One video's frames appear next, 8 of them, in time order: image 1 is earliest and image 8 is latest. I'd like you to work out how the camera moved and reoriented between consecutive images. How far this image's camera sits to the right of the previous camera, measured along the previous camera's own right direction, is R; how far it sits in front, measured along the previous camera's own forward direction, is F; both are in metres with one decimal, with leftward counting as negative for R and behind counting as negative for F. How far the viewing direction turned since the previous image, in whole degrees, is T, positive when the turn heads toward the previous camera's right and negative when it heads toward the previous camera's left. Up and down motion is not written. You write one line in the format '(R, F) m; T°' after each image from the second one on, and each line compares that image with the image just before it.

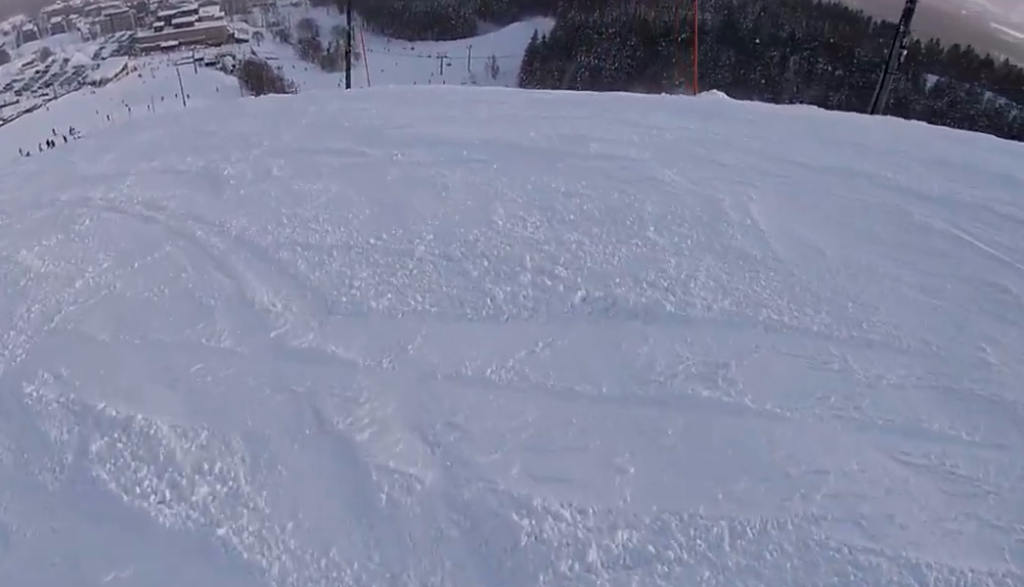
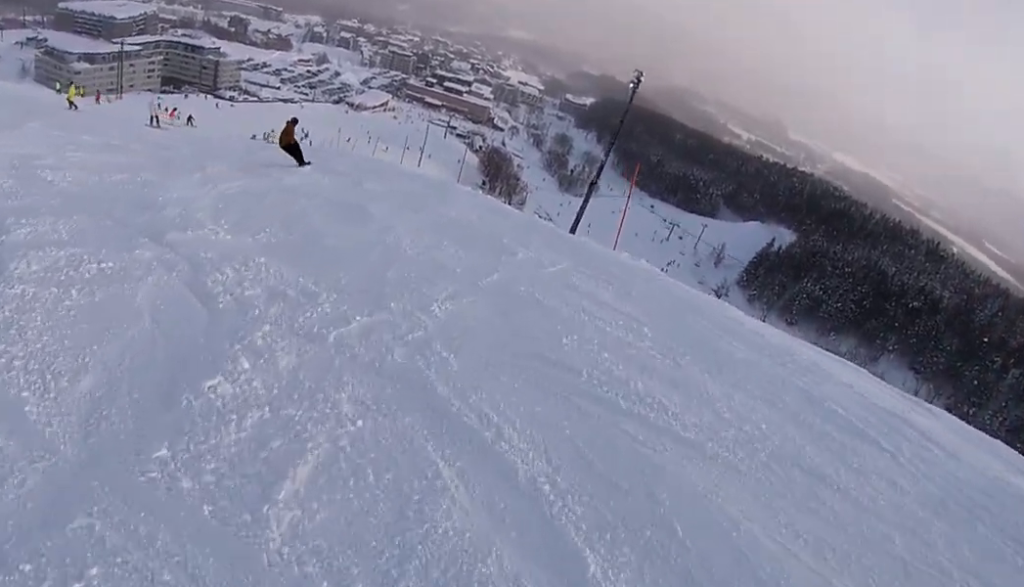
(+0.4, +5.9) m; -10°
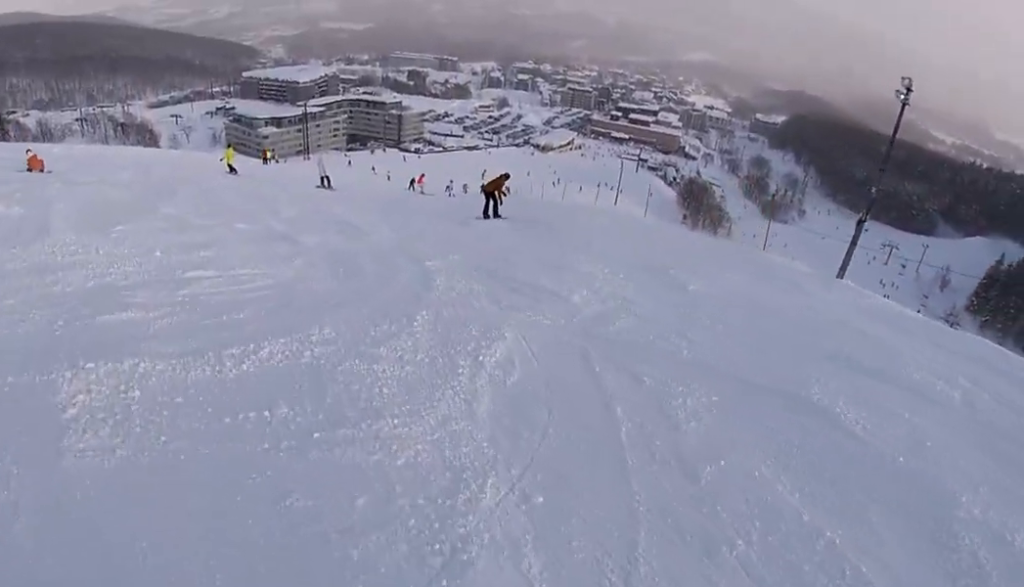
(-1.8, +6.6) m; -17°
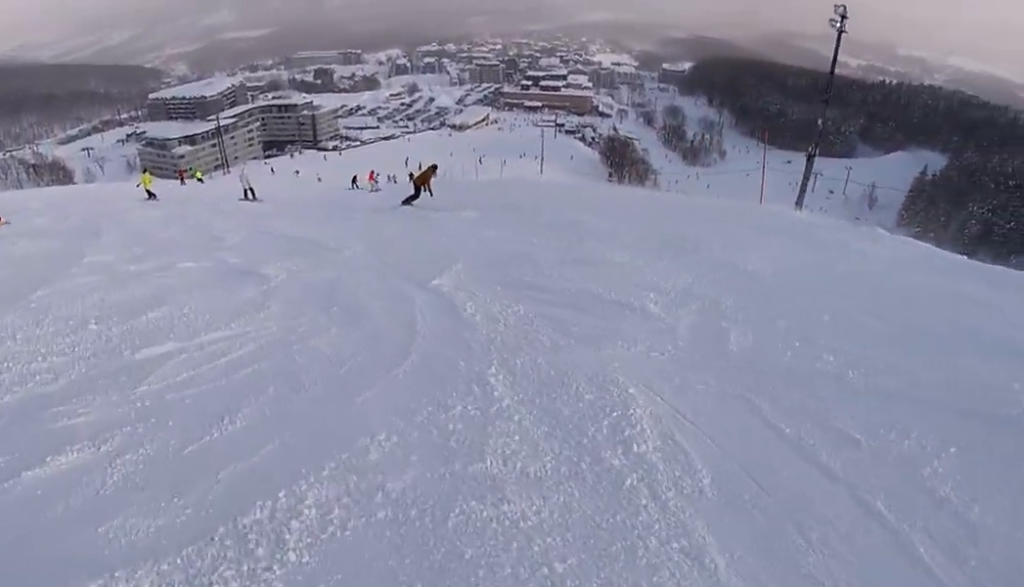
(-0.1, +2.4) m; +6°
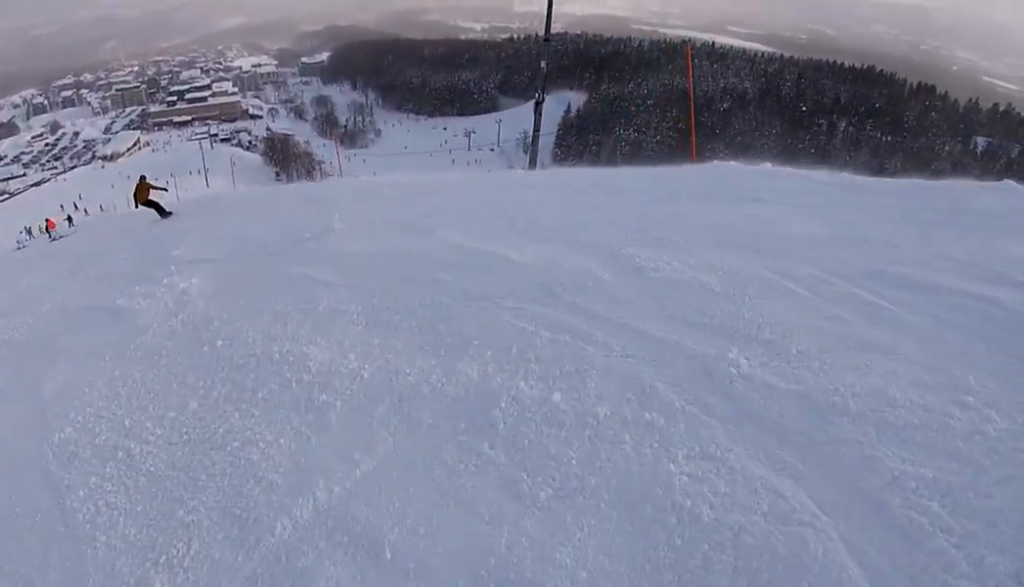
(+1.9, +8.0) m; +21°
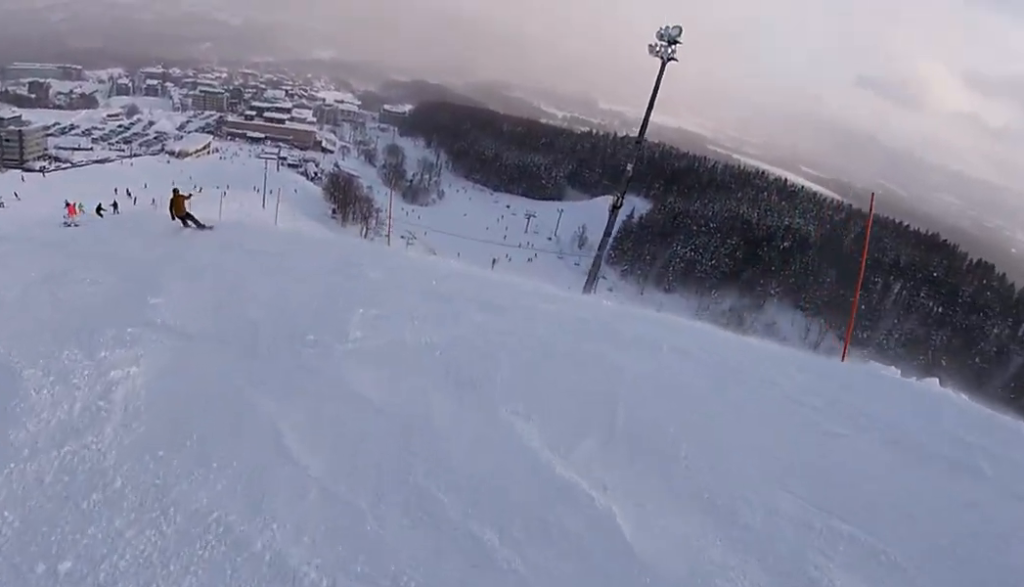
(0.0, +2.7) m; -7°
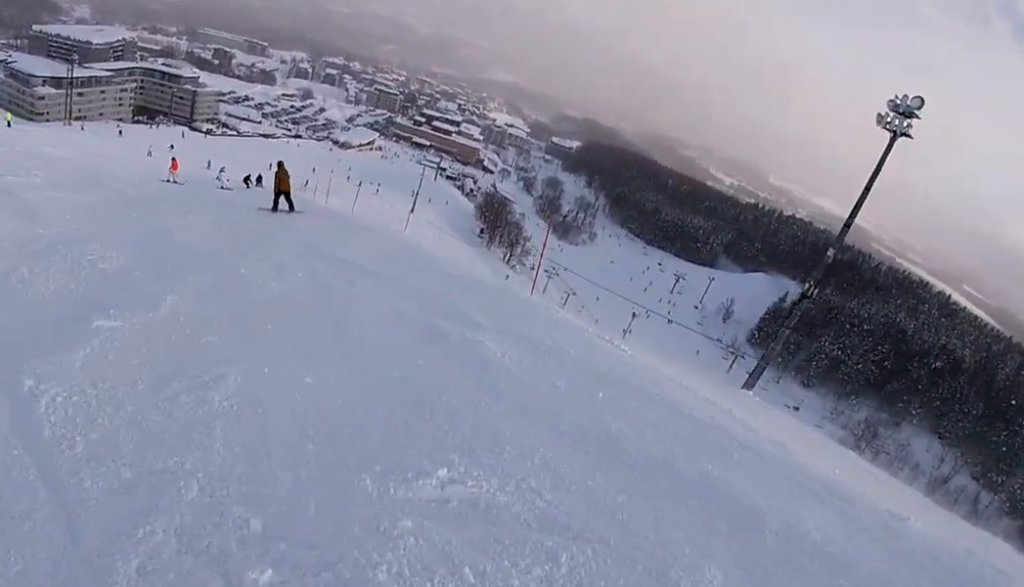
(+0.2, +3.7) m; -12°
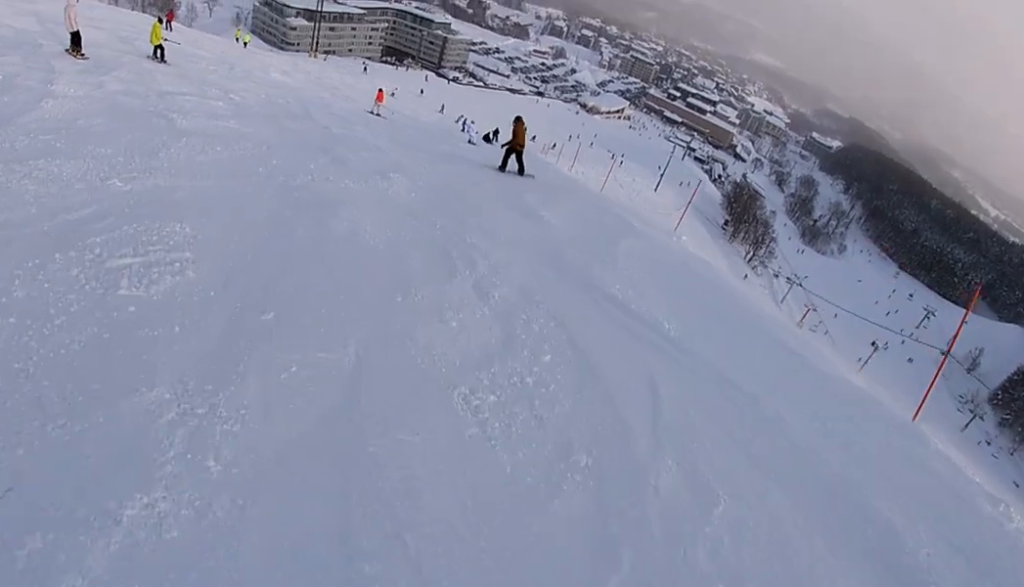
(-1.0, +4.0) m; -20°
